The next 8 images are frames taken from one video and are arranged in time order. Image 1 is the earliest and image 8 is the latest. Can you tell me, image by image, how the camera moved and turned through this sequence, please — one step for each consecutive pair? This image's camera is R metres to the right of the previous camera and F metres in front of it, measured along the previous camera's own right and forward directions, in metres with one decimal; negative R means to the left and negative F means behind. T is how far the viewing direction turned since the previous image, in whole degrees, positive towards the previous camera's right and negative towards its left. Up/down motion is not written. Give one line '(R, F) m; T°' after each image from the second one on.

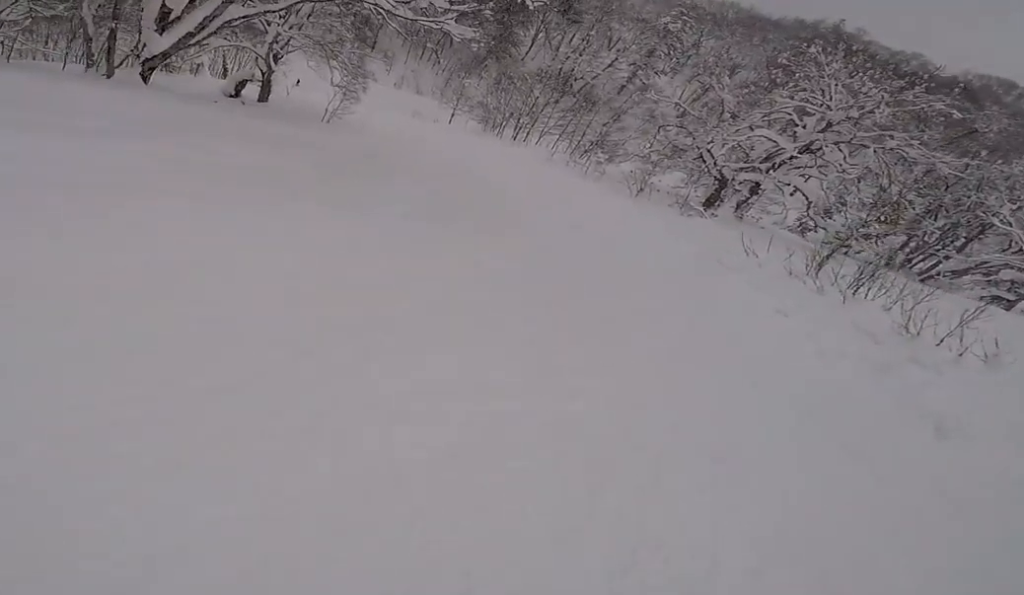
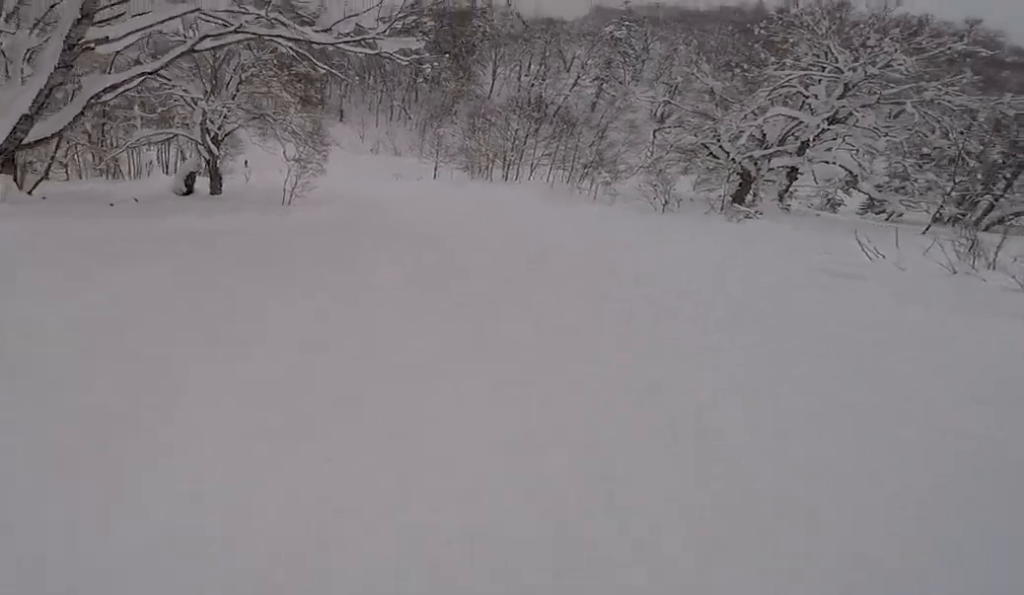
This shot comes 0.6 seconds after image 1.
(-0.5, +7.4) m; -3°
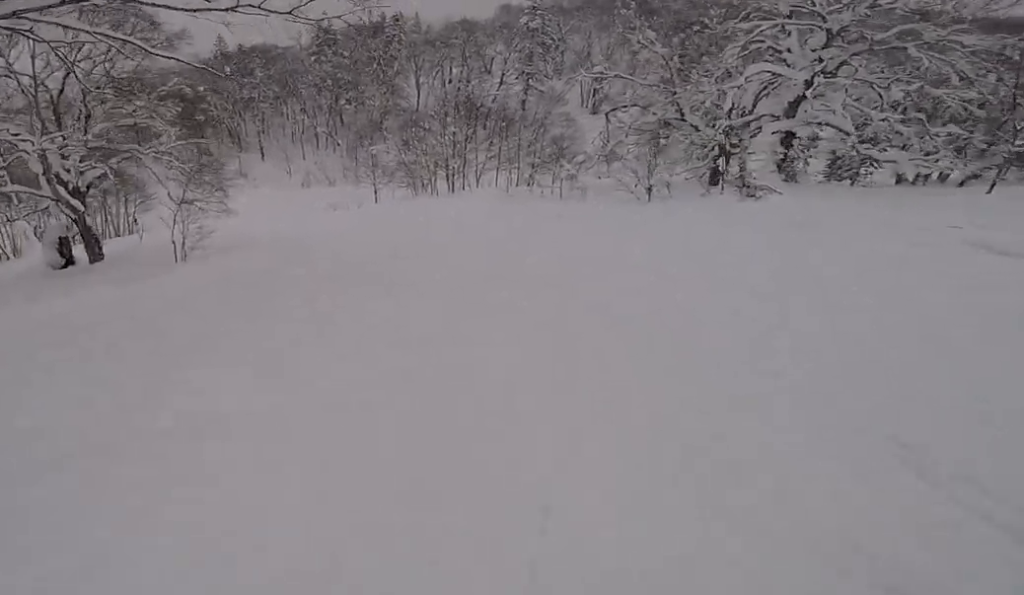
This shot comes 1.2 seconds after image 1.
(-0.2, +7.3) m; -3°
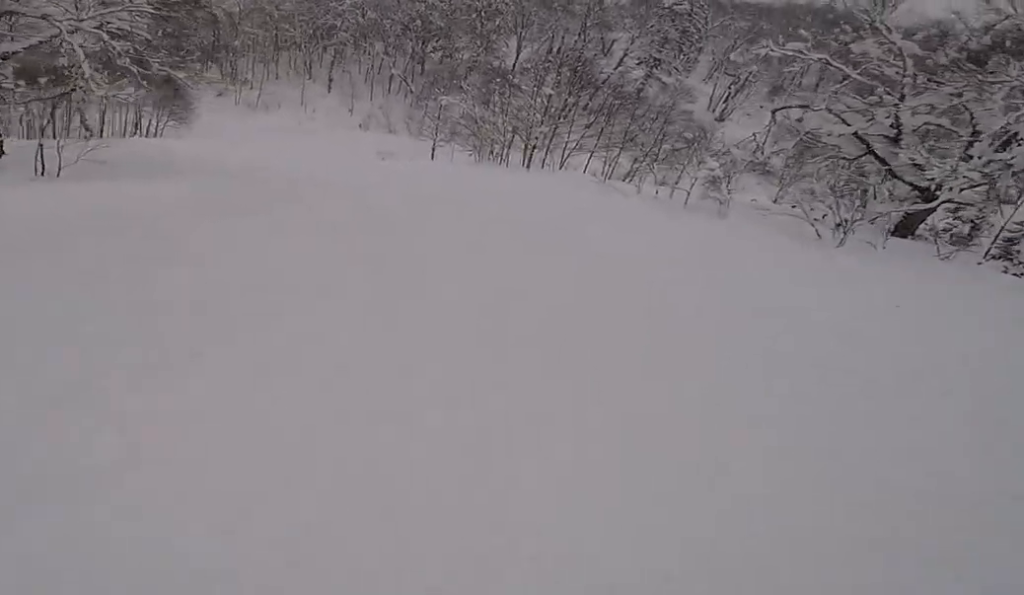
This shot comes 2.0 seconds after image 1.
(+0.2, +10.9) m; -7°
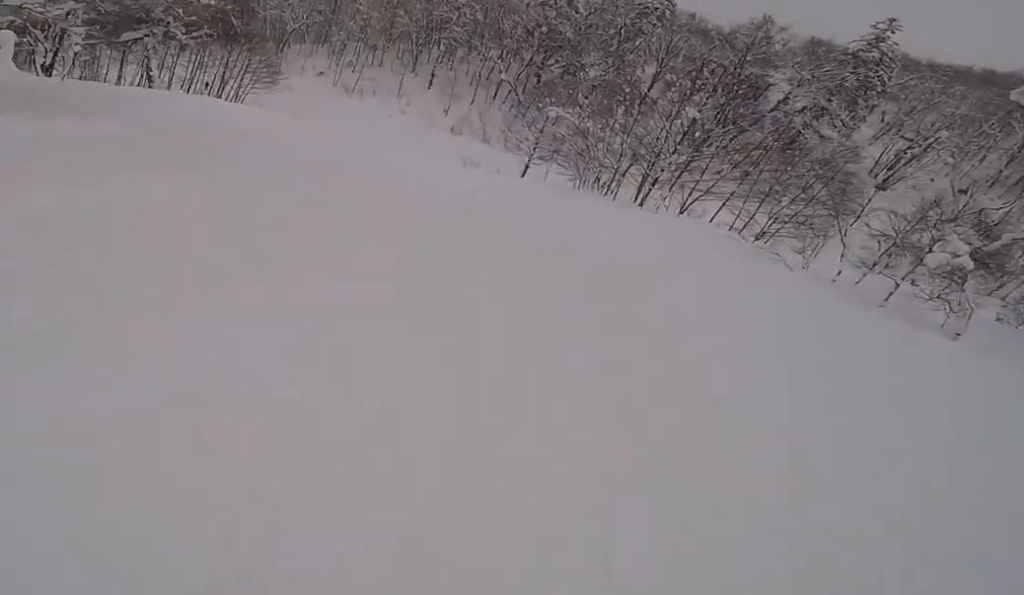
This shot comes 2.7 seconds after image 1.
(-1.1, +8.4) m; -6°
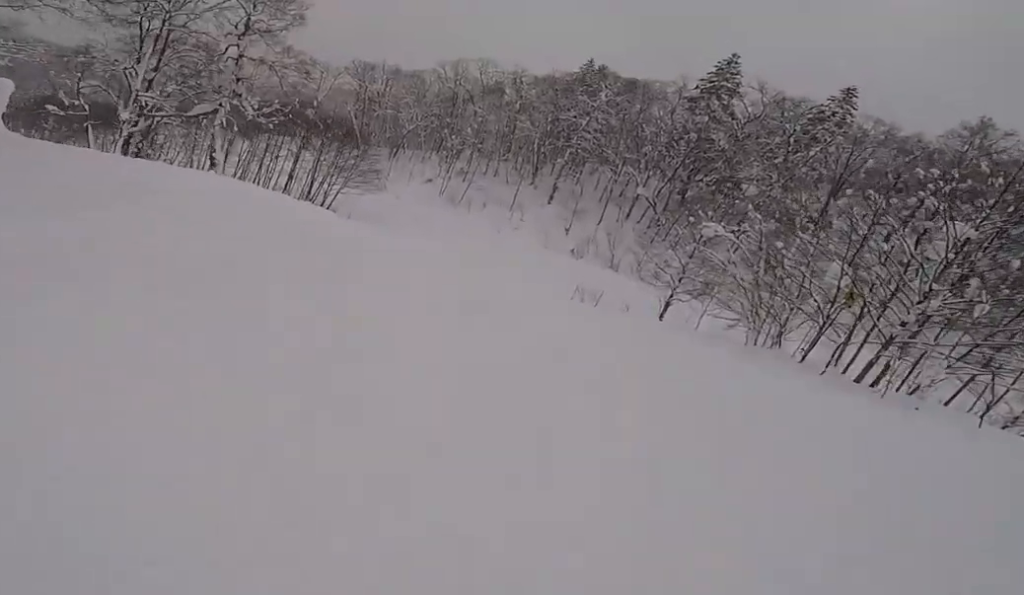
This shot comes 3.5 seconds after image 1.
(-0.8, +11.1) m; -7°
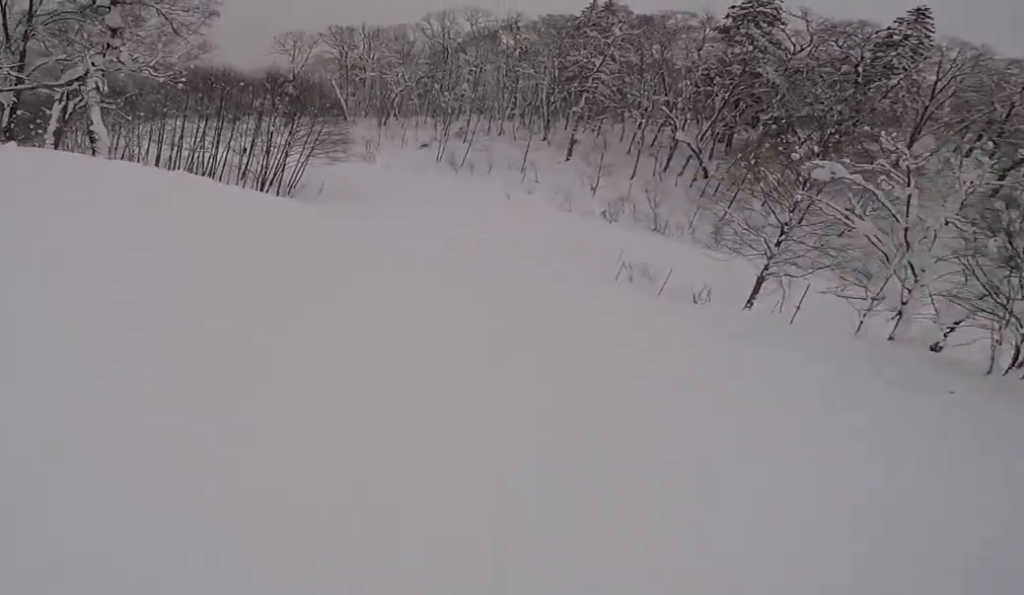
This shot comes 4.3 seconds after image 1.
(-0.5, +12.0) m; -9°
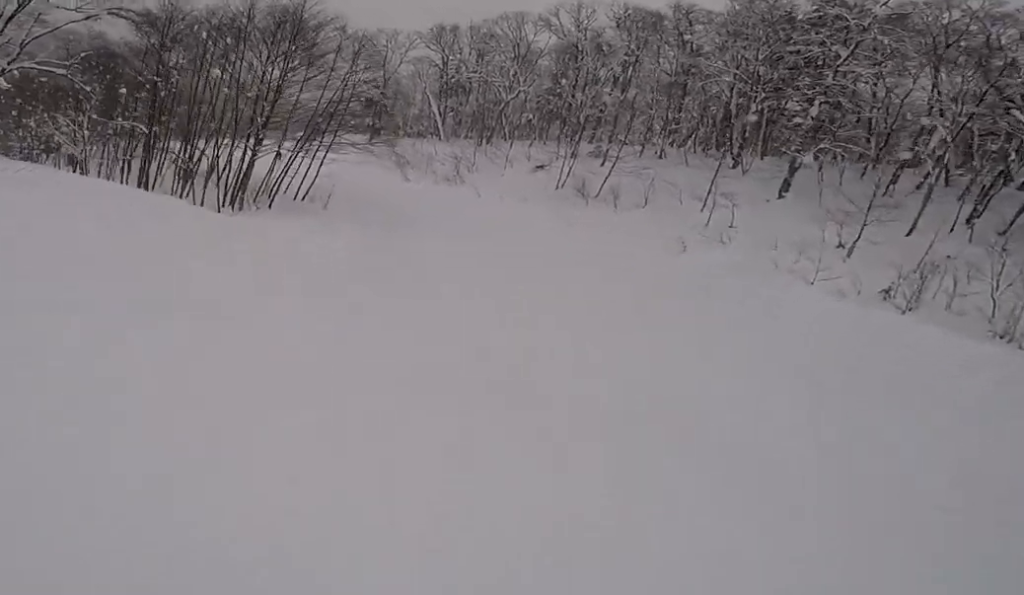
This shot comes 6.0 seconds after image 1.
(-4.1, +22.8) m; -20°
